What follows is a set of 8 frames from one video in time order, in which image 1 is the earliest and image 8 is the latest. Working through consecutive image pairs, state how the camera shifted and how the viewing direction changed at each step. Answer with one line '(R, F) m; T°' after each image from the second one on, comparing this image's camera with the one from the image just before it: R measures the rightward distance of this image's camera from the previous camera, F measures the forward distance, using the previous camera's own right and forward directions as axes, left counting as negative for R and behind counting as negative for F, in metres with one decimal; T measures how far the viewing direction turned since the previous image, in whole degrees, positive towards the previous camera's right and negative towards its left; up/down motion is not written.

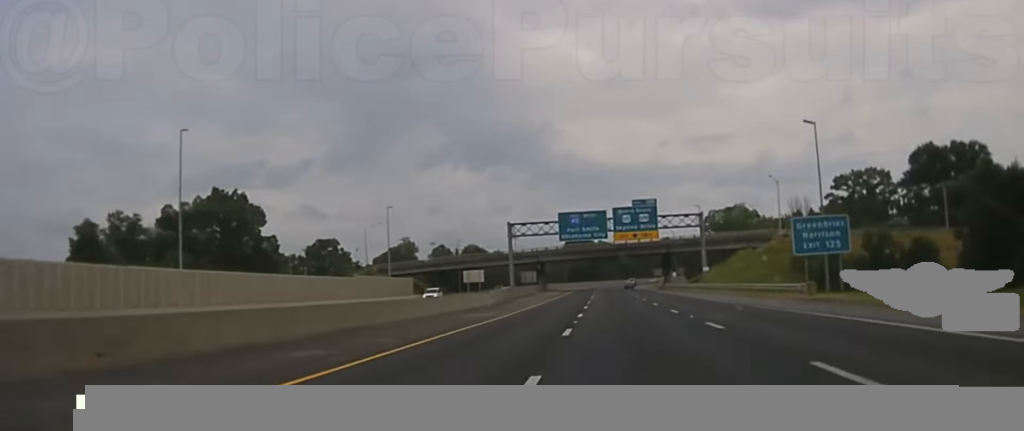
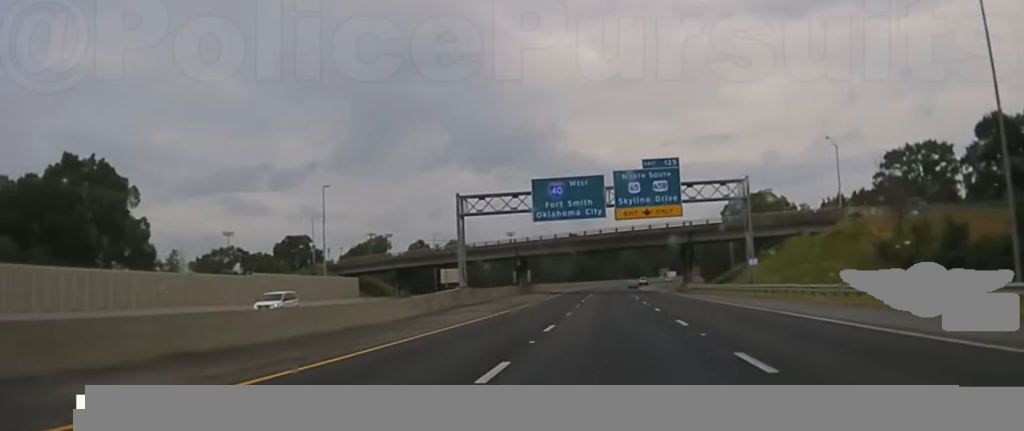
(0.0, +32.4) m; 0°
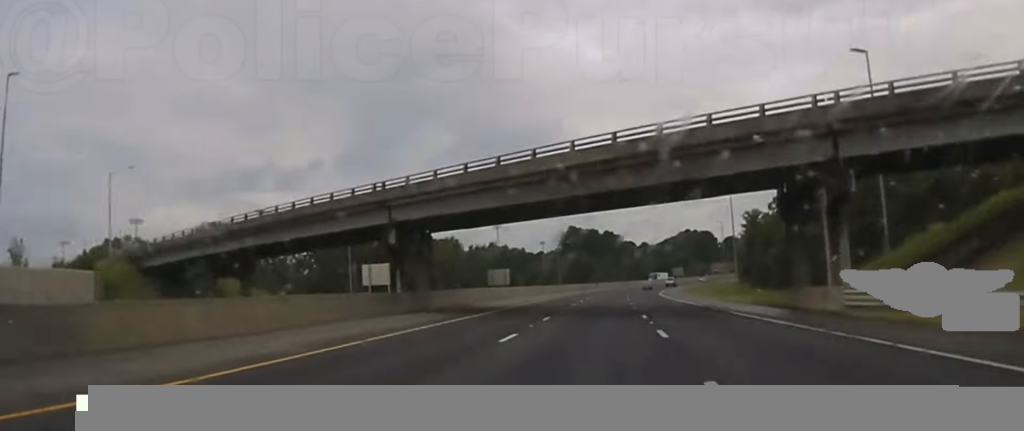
(+0.1, +60.1) m; 0°
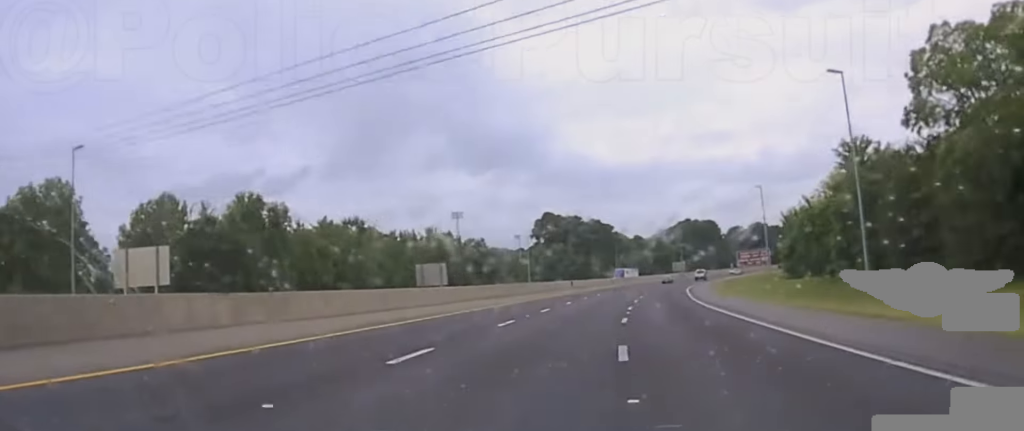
(0.0, +76.7) m; +2°
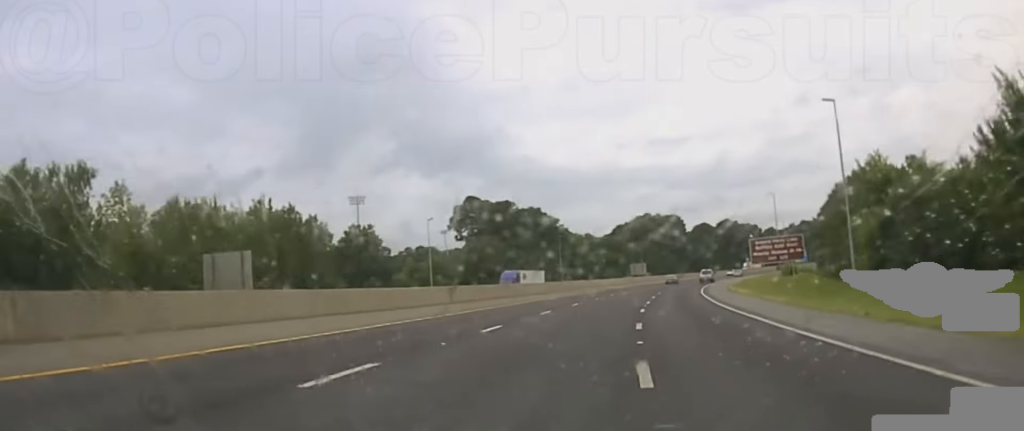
(+2.6, +74.9) m; +3°
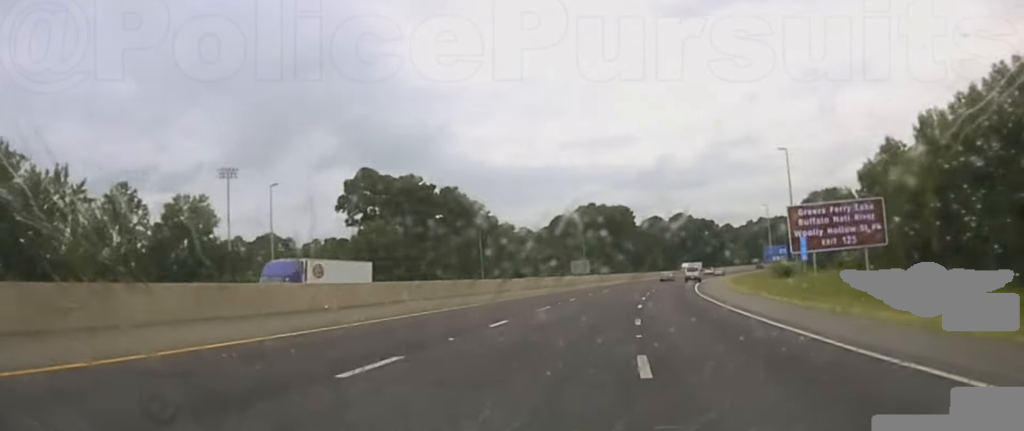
(+0.8, +43.8) m; +3°
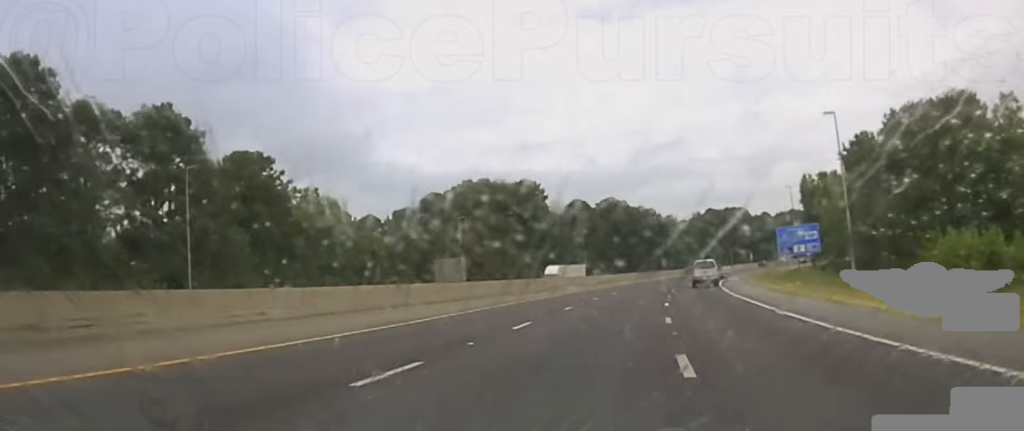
(+5.6, +90.0) m; +6°
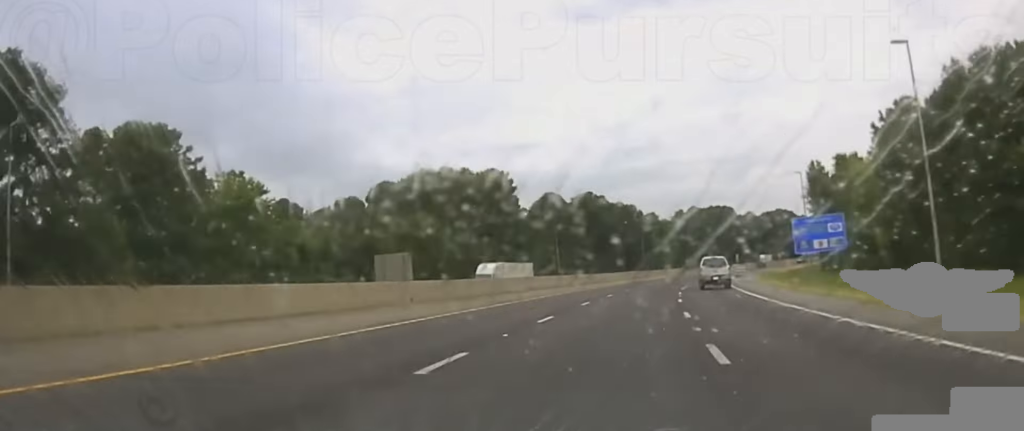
(+0.2, +21.6) m; +1°
